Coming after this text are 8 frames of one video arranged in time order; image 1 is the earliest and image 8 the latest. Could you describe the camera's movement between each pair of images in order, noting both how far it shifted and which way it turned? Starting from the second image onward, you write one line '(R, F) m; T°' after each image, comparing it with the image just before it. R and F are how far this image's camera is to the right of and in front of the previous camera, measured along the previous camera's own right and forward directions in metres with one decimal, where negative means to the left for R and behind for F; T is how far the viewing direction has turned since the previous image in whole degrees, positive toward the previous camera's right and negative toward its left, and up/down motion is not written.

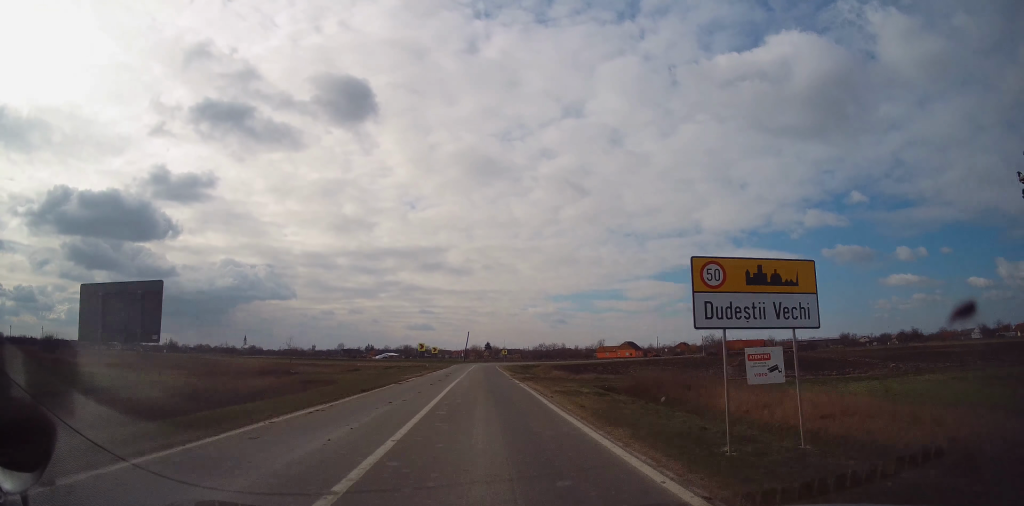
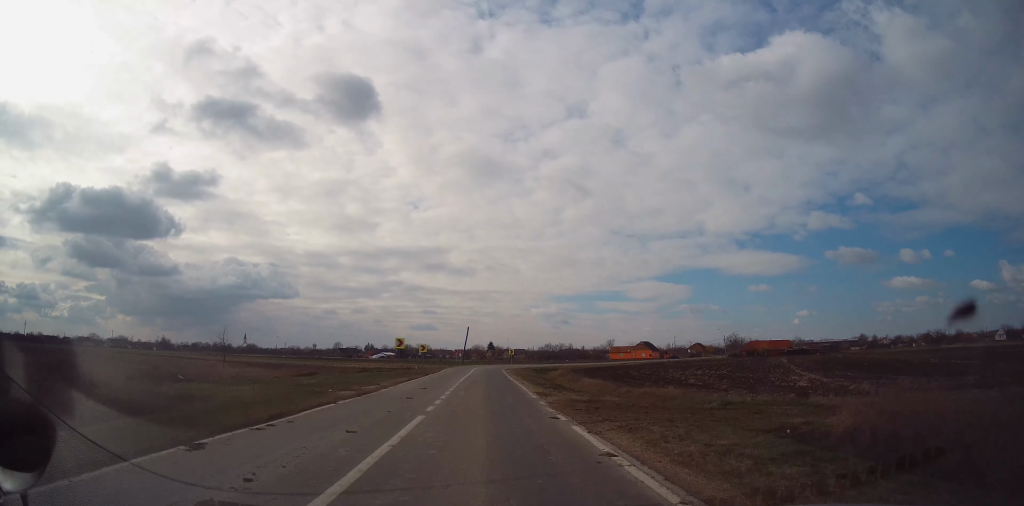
(-0.2, +18.0) m; 0°
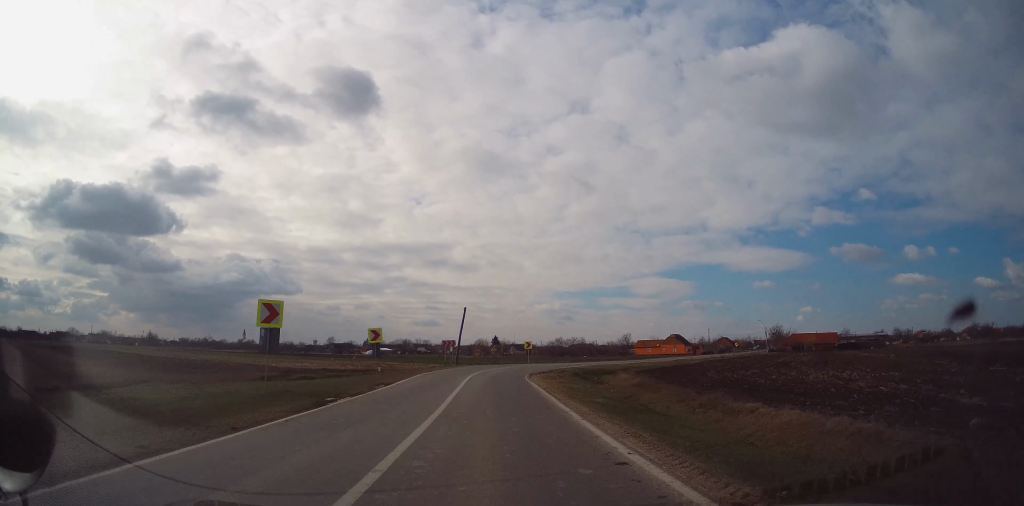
(+0.5, +28.6) m; +2°
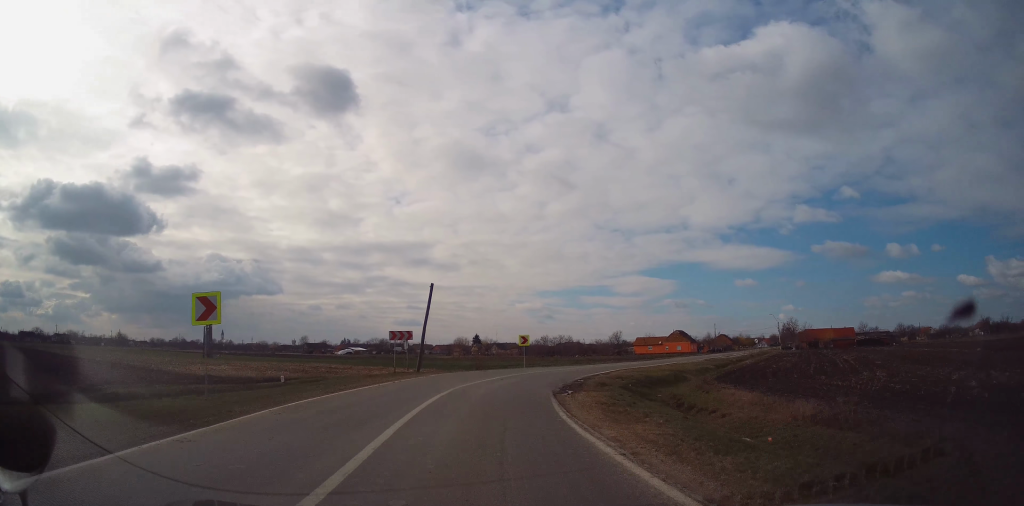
(+0.3, +19.6) m; +1°
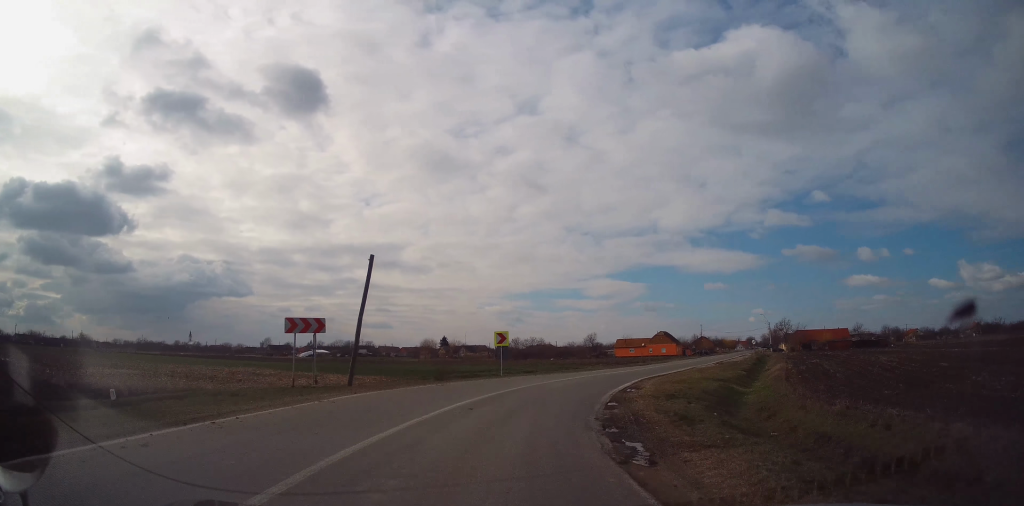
(0.0, +13.0) m; +4°
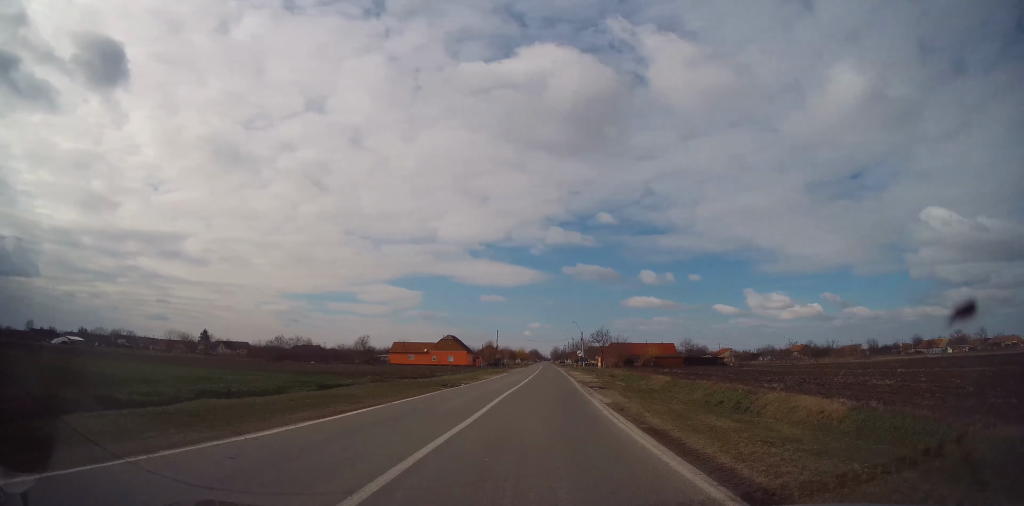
(+4.0, +26.7) m; +19°
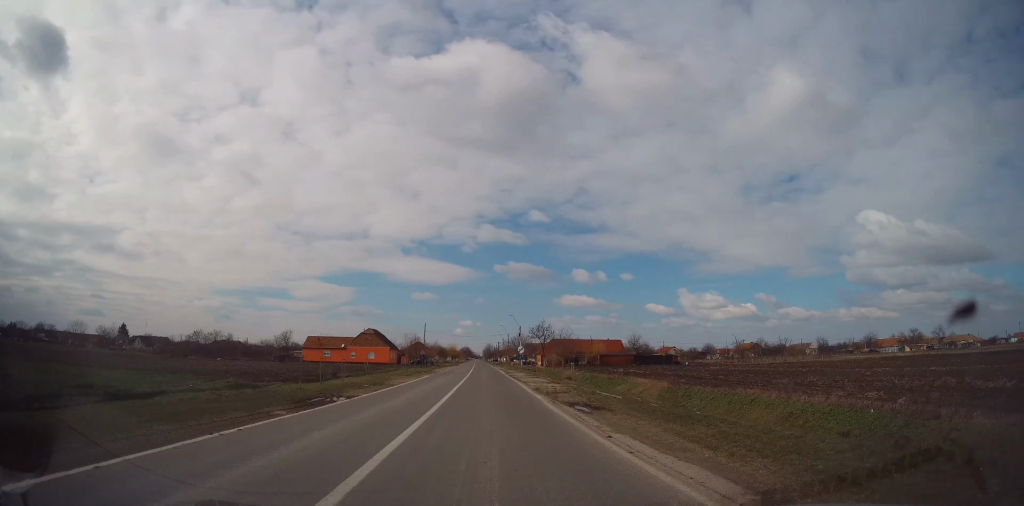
(+1.0, +13.0) m; +8°
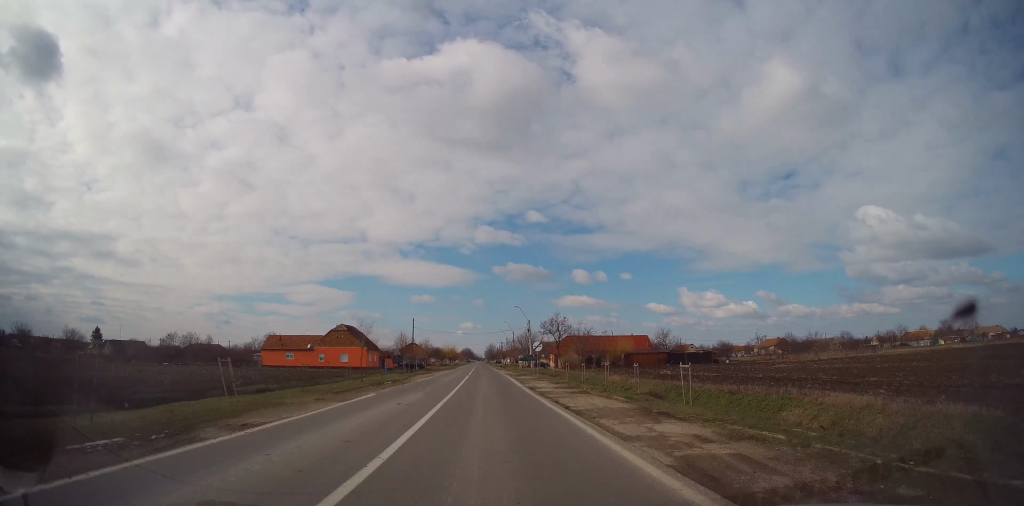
(+1.1, +19.1) m; +3°
